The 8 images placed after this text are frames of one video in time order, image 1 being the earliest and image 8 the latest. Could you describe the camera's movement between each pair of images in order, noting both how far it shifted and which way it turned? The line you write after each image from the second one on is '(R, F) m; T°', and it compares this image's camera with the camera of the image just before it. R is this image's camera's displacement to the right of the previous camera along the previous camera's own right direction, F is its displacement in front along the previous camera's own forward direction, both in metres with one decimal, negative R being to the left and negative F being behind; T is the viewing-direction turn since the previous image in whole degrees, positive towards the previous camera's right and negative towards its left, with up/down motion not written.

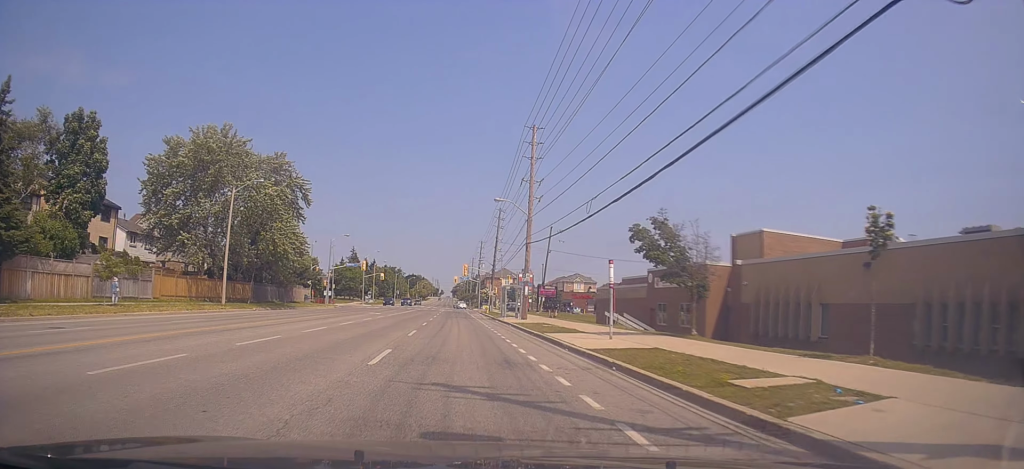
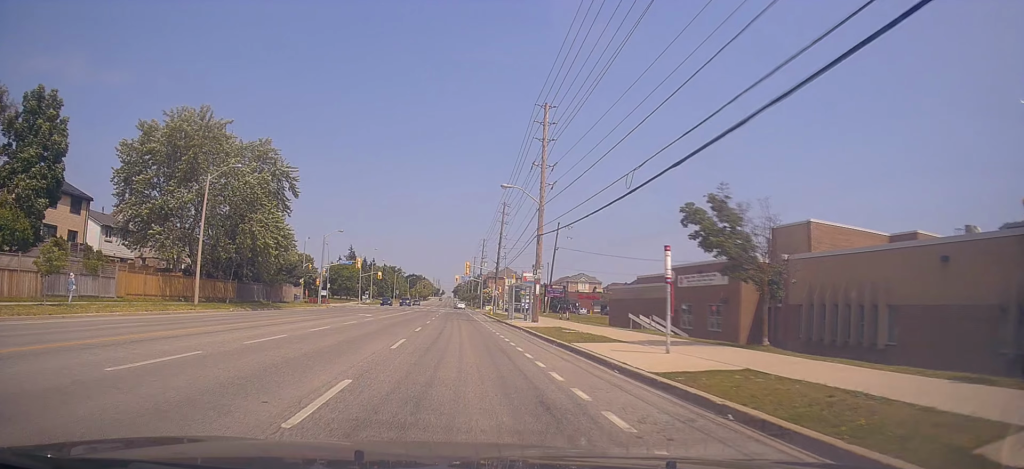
(+0.2, +5.4) m; +1°
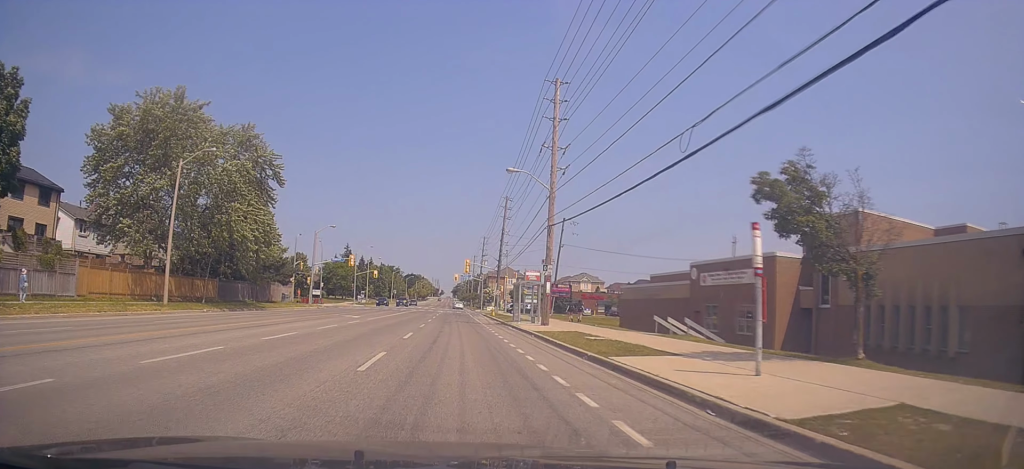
(+0.2, +4.6) m; +2°
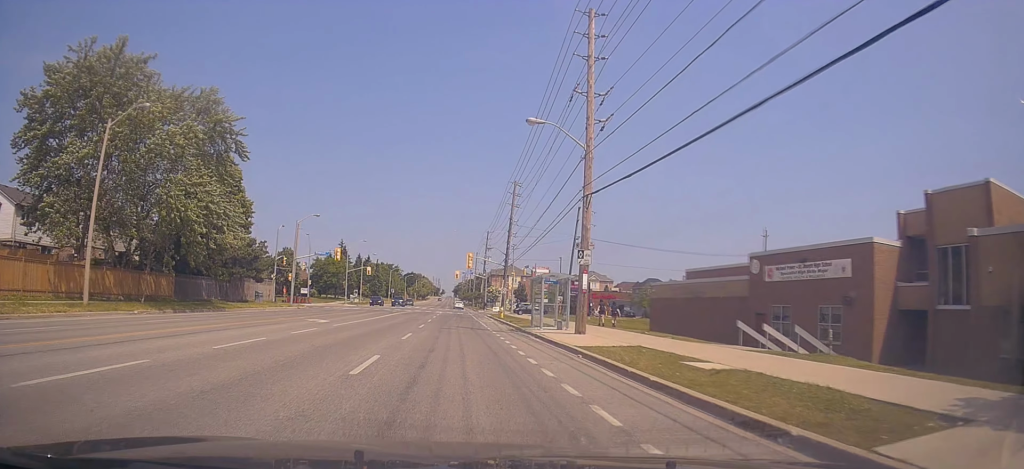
(+0.2, +9.0) m; +1°
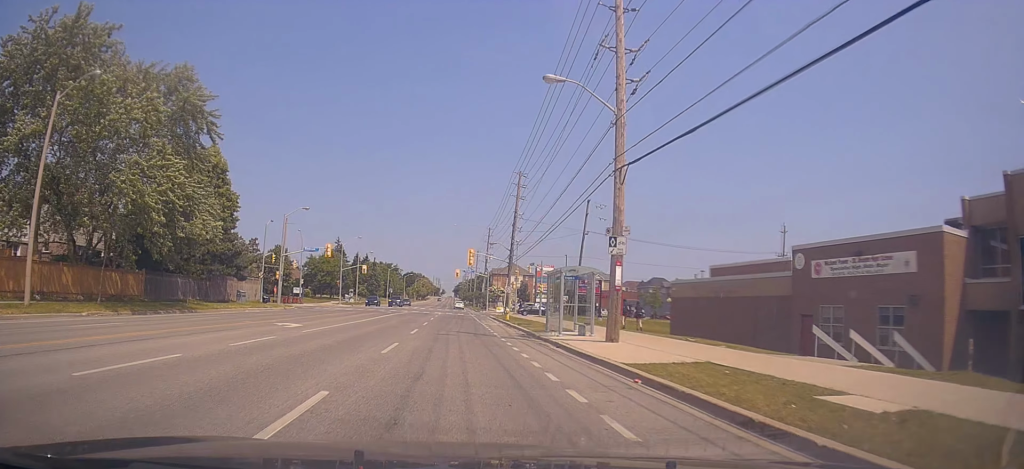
(0.0, +4.7) m; 0°
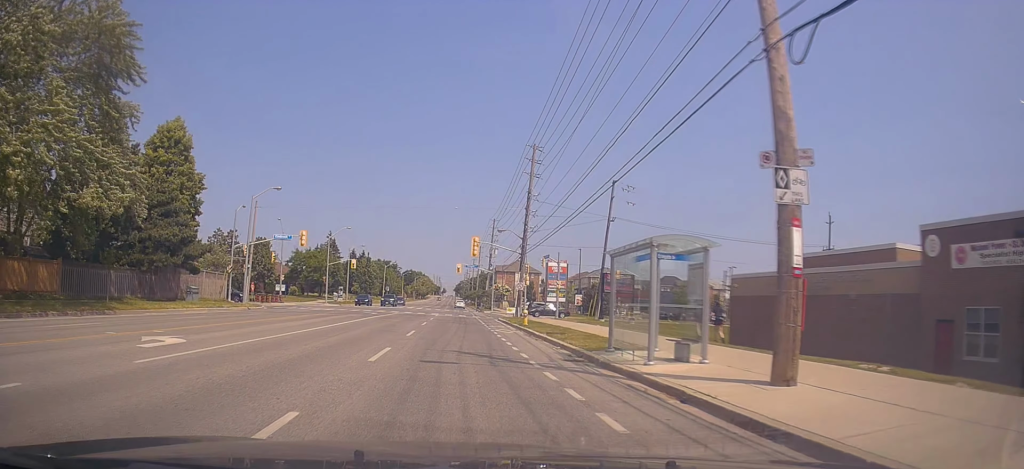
(-0.1, +10.4) m; -2°
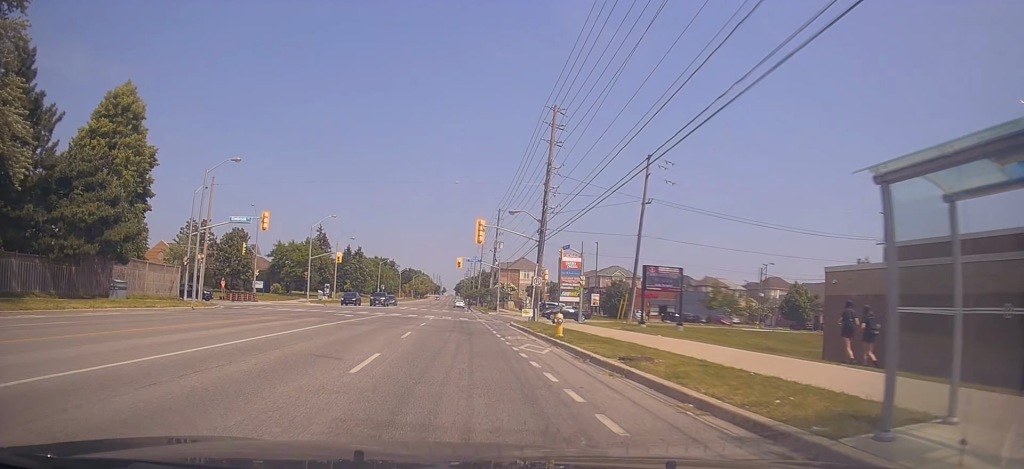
(-0.2, +10.3) m; -1°
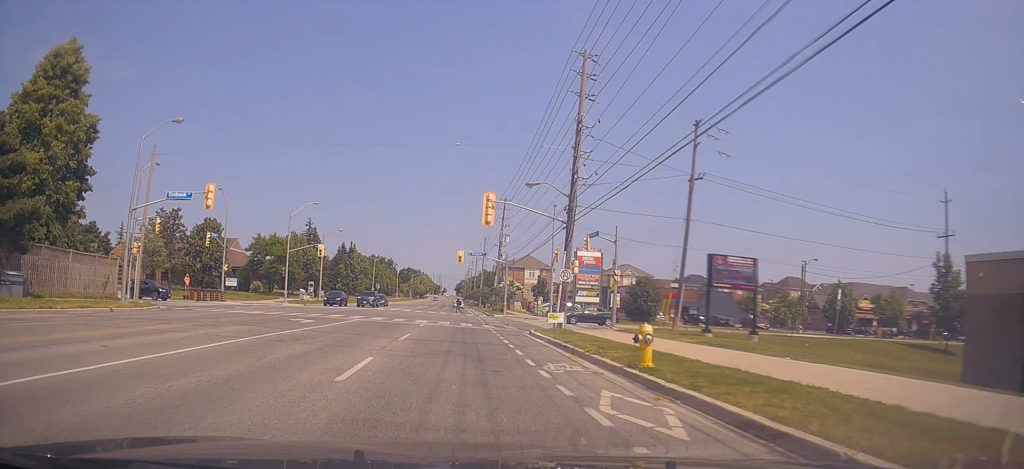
(+0.1, +9.7) m; 0°
